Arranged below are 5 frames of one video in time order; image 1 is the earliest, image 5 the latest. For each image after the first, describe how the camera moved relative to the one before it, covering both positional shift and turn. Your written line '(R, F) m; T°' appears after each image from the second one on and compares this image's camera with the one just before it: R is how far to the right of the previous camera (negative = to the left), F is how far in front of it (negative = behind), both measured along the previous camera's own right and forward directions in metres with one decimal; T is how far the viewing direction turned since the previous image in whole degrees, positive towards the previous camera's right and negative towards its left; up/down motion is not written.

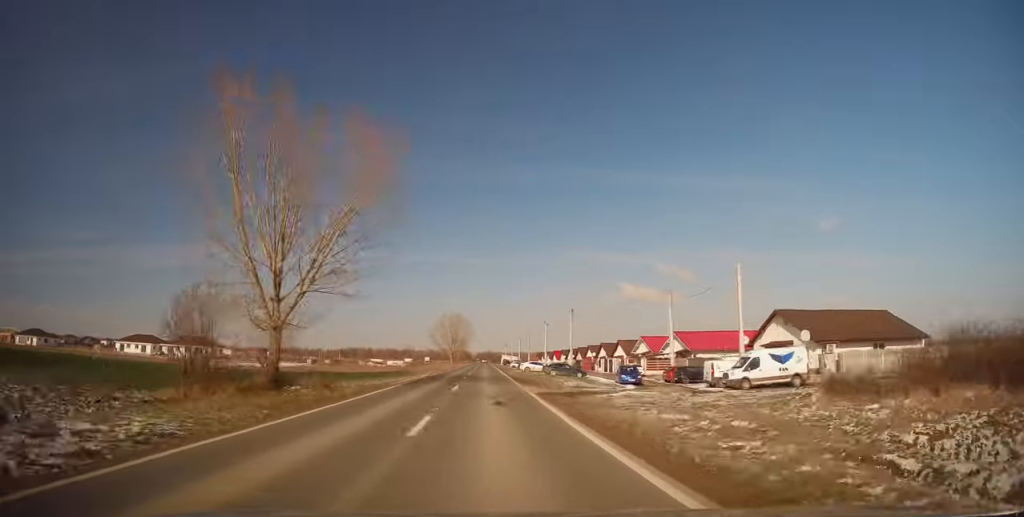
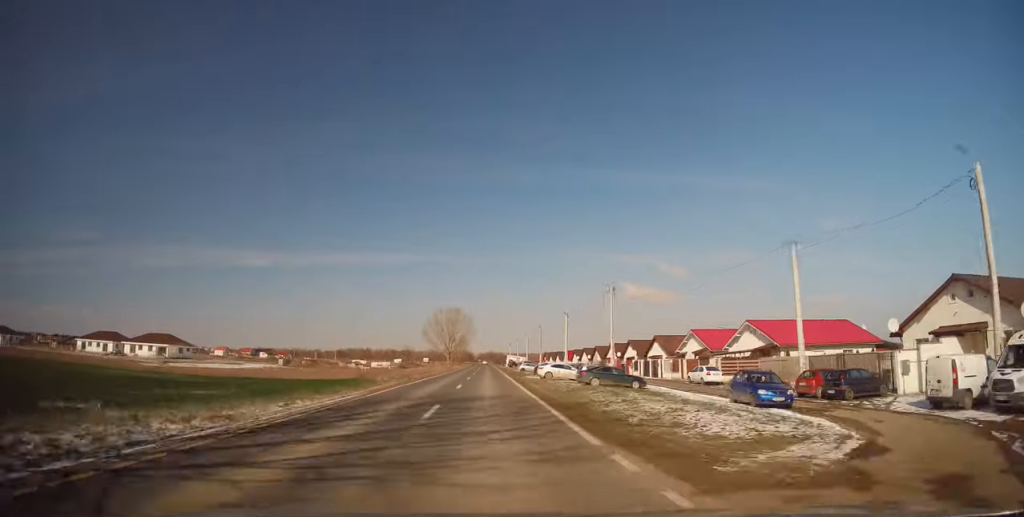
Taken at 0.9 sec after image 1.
(+0.1, +21.1) m; 0°
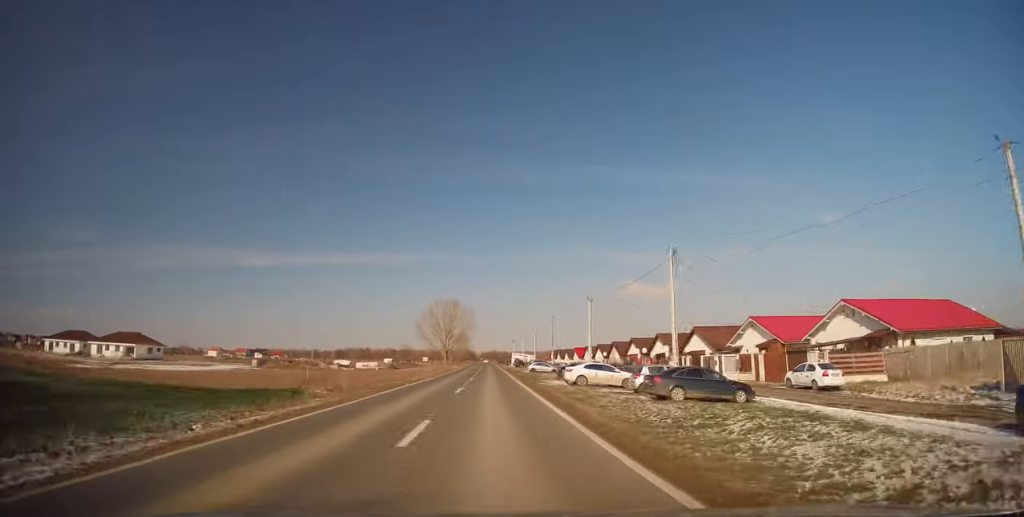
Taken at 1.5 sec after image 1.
(-0.1, +15.3) m; -1°
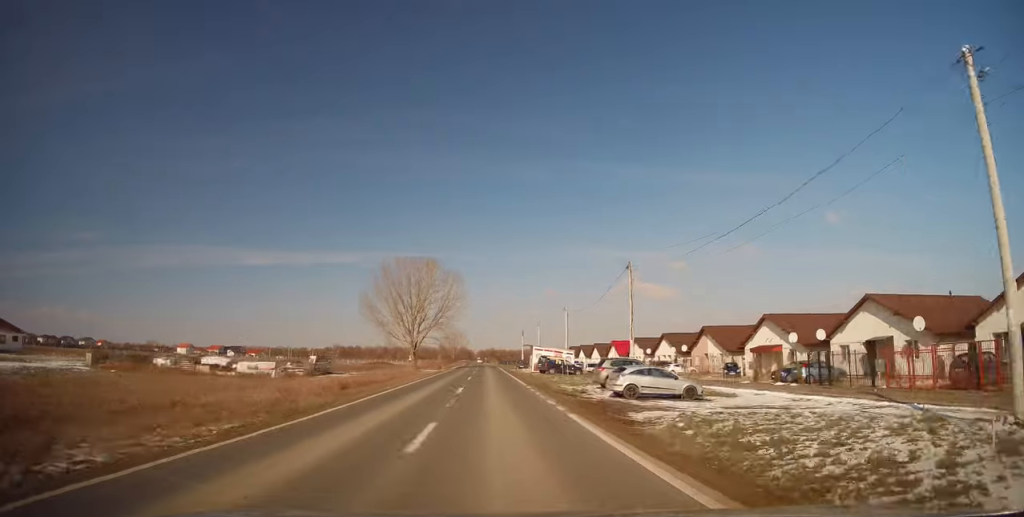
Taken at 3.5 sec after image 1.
(-0.3, +47.5) m; 0°
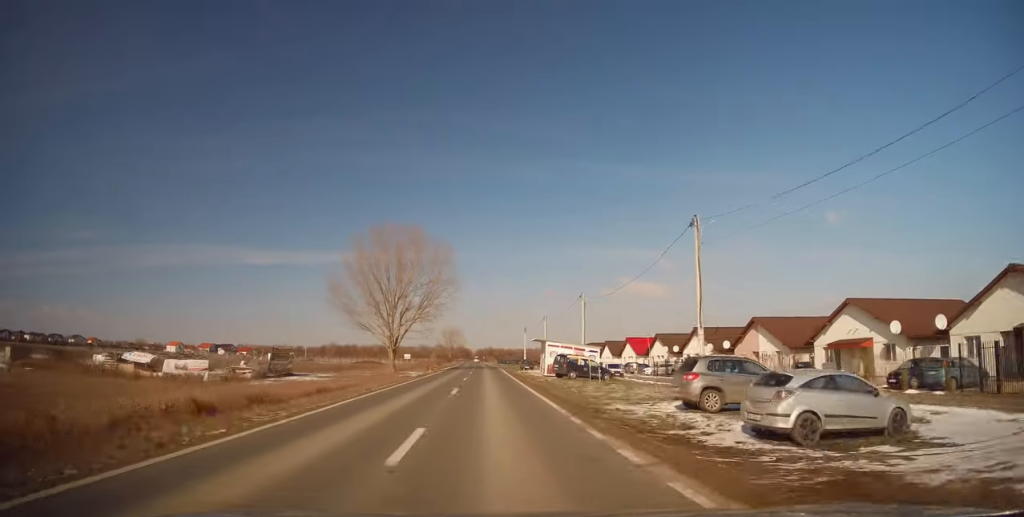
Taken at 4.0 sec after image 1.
(+0.1, +13.0) m; 0°
